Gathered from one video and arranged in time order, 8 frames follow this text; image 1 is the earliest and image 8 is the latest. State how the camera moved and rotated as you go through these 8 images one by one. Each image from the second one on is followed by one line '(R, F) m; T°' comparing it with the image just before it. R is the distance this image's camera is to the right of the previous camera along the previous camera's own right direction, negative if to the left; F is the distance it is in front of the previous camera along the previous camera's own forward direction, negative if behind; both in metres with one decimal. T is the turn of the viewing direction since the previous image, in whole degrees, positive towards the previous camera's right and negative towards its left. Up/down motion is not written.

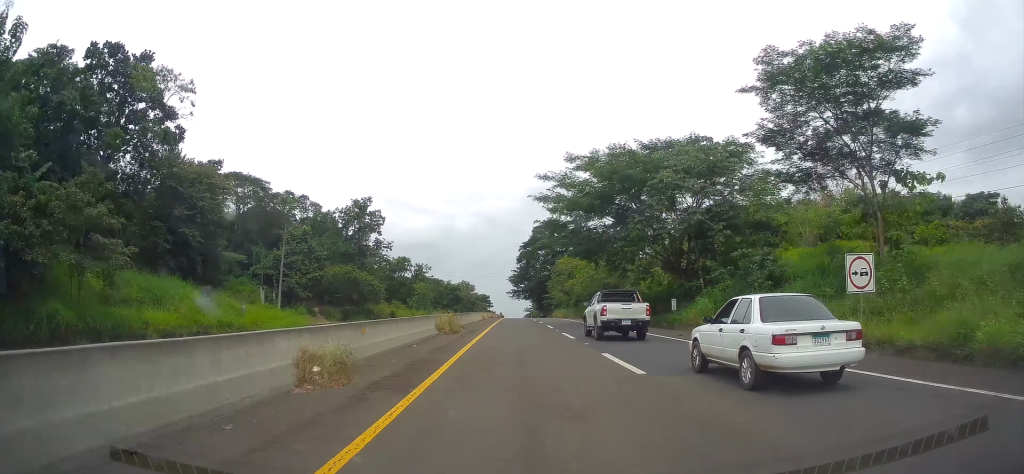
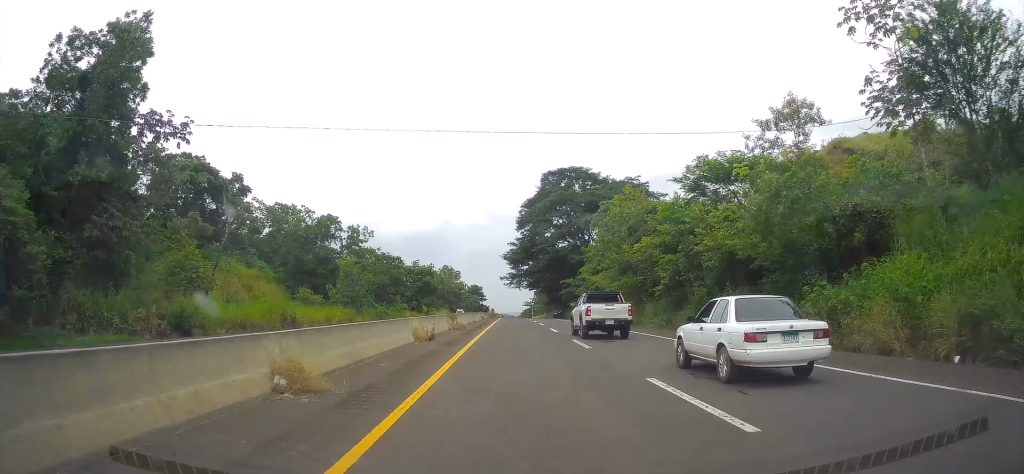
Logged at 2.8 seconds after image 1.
(-0.3, +54.5) m; 0°
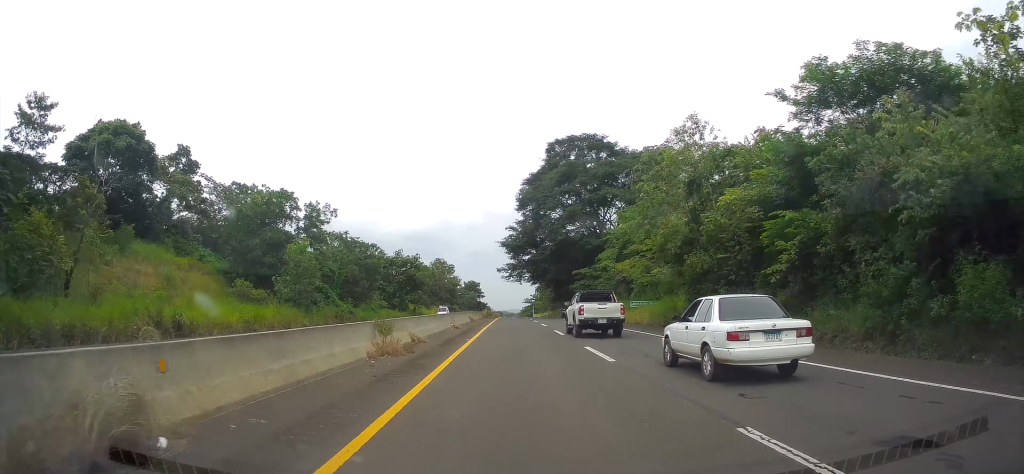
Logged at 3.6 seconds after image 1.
(+0.1, +16.6) m; 0°
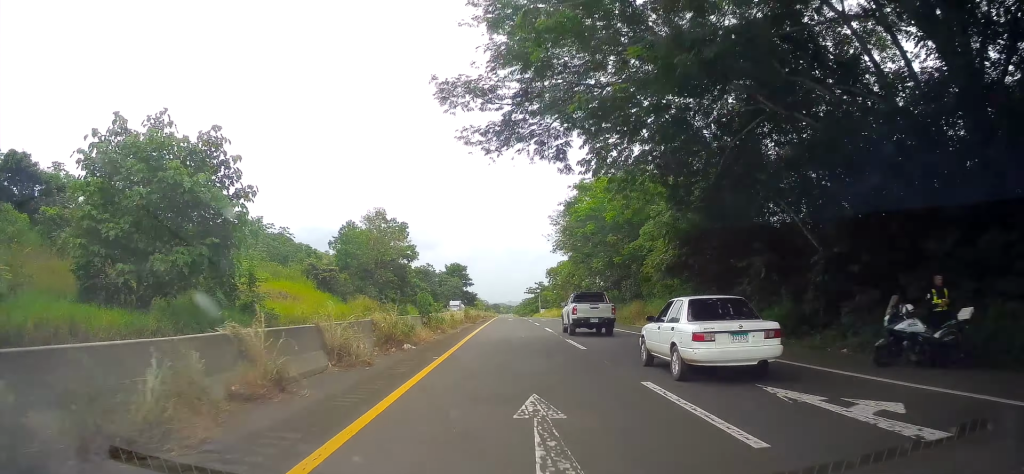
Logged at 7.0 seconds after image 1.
(-0.3, +68.8) m; 0°
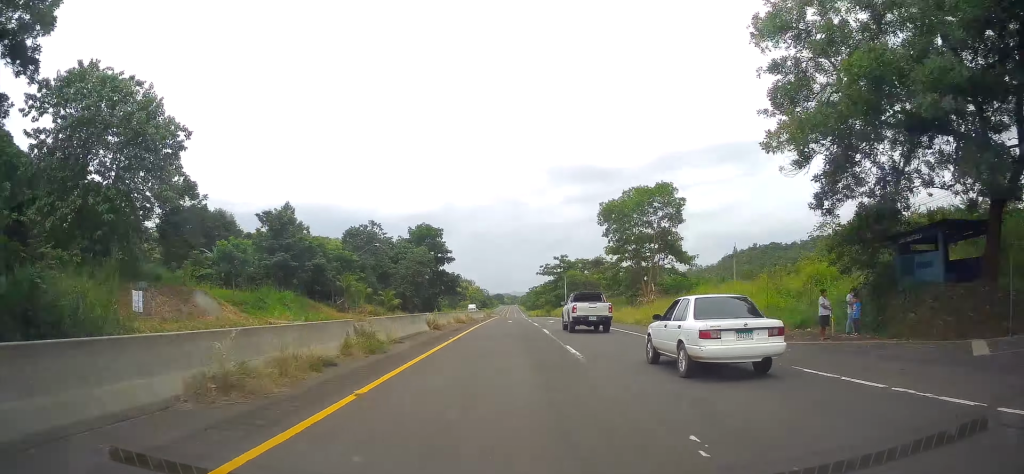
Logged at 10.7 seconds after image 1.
(+0.5, +76.5) m; 0°
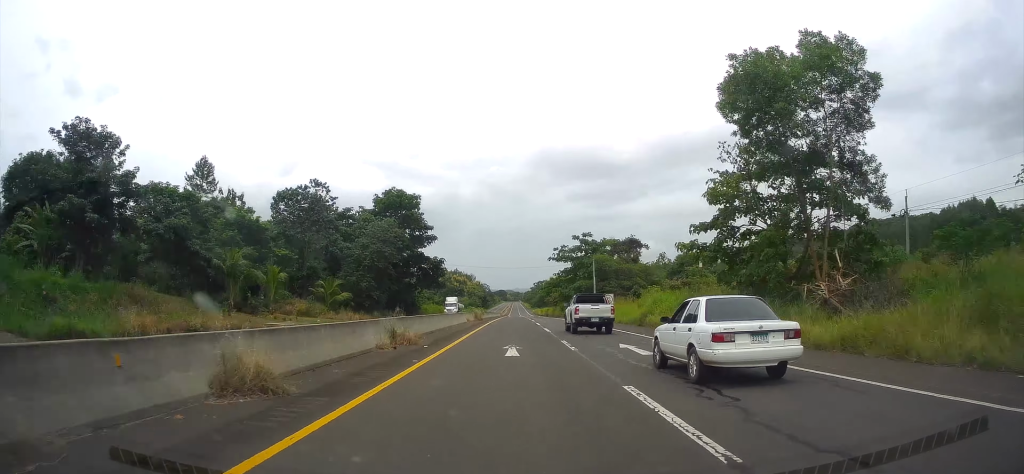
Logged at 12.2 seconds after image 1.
(0.0, +33.1) m; +1°
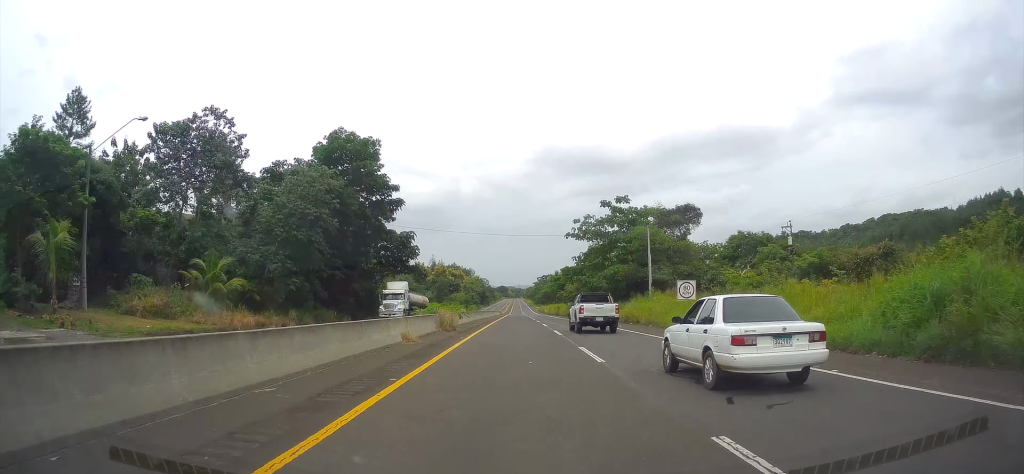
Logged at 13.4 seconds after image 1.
(+0.1, +28.3) m; 0°
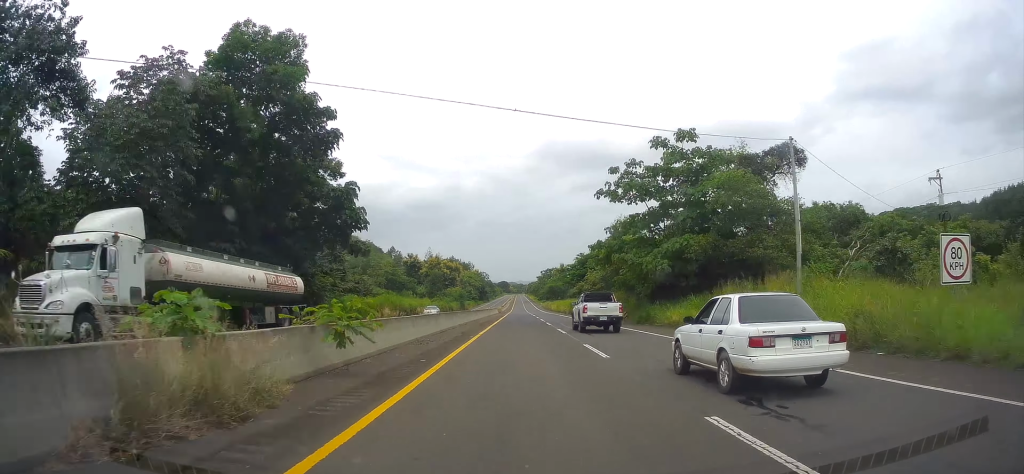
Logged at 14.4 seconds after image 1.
(+0.3, +22.9) m; 0°
